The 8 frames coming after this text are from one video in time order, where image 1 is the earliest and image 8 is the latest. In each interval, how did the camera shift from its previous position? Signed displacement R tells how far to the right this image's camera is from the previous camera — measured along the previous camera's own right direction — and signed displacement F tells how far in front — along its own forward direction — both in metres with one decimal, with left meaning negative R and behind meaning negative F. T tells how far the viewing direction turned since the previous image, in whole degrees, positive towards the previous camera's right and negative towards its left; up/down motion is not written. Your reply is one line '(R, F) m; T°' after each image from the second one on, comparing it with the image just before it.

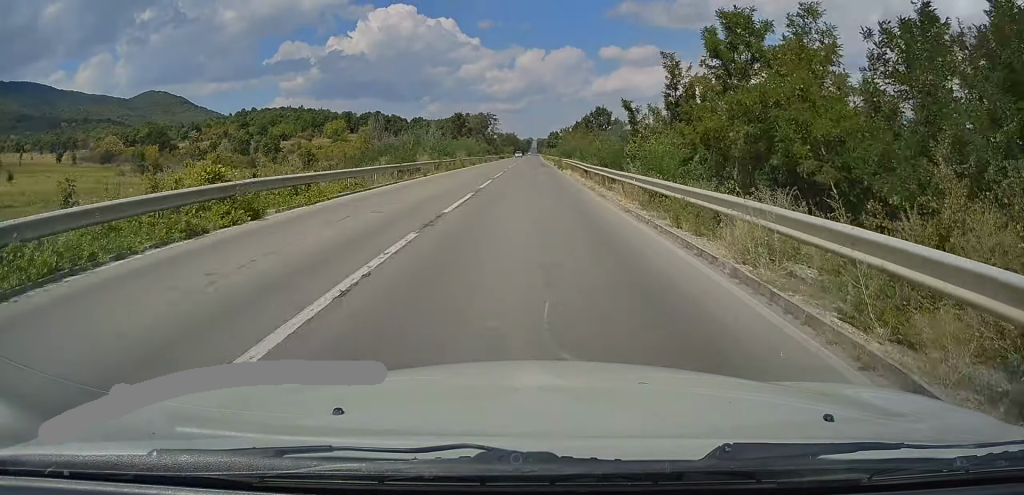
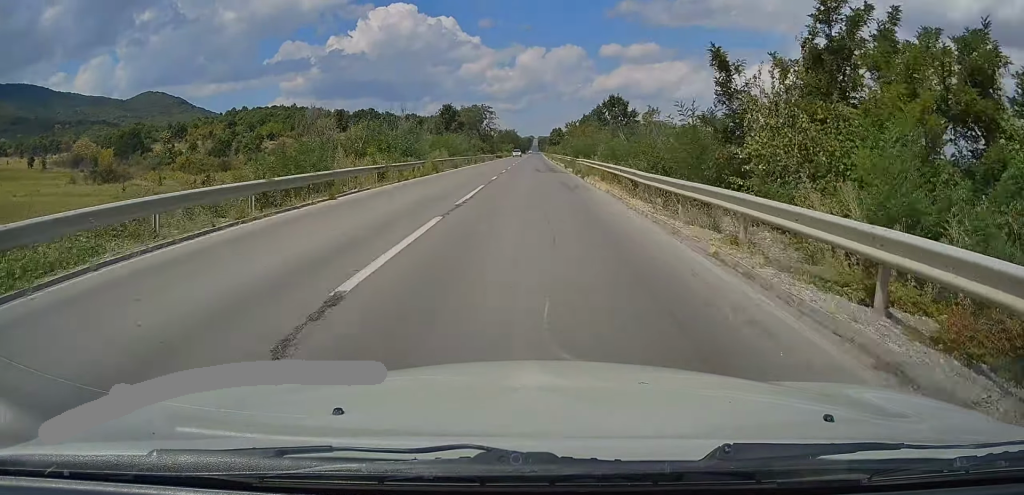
(0.0, +16.3) m; 0°
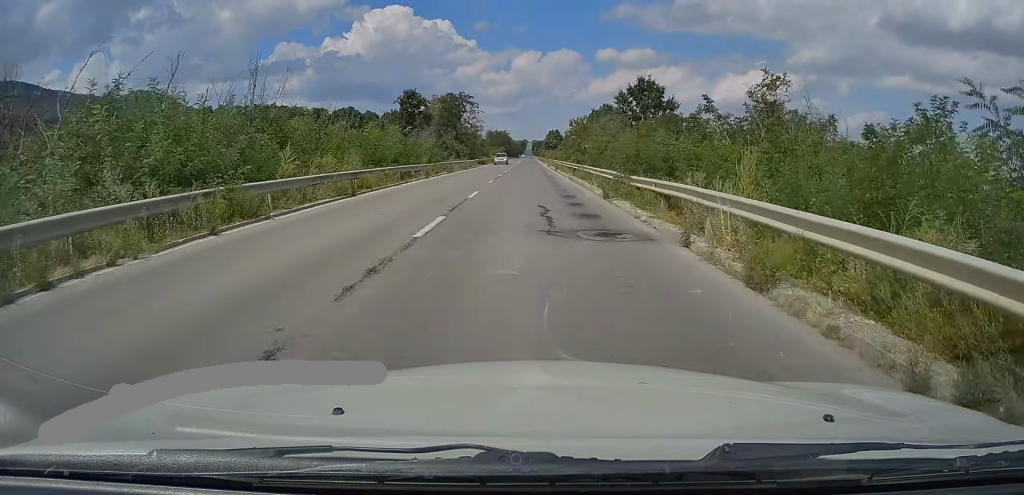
(0.0, +26.1) m; +1°
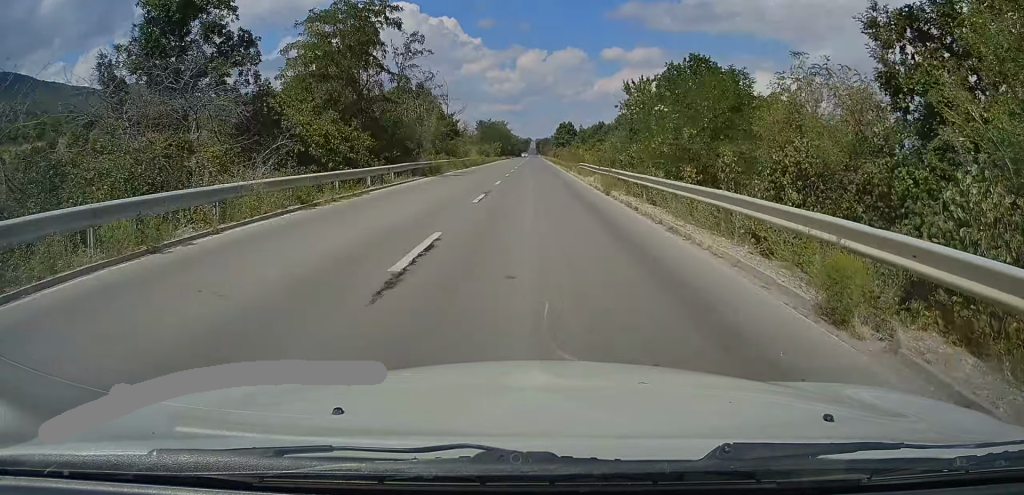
(+0.1, +47.5) m; -1°
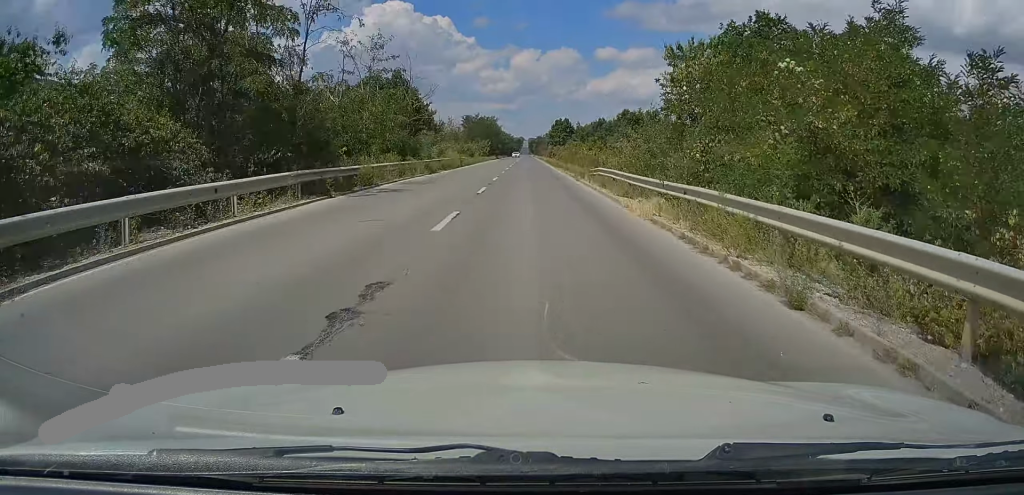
(-0.1, +14.9) m; 0°
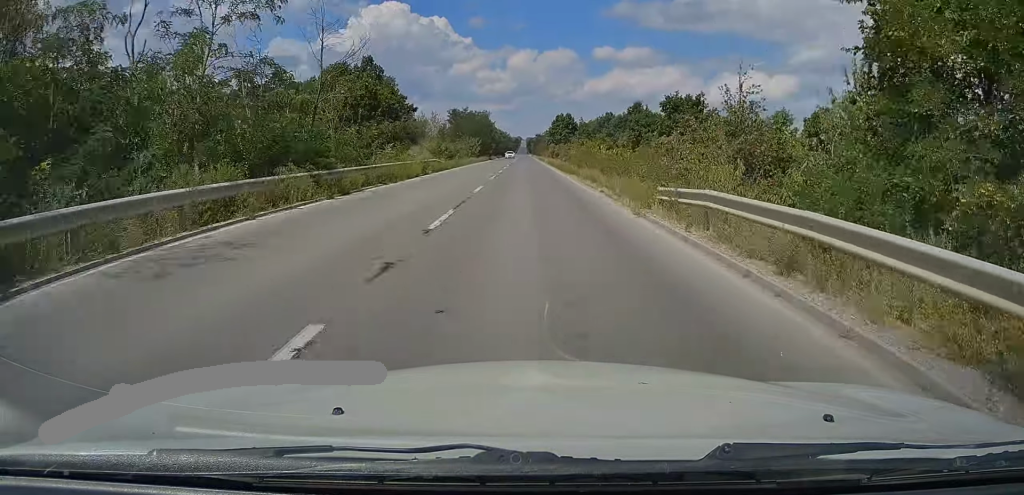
(0.0, +17.4) m; +1°
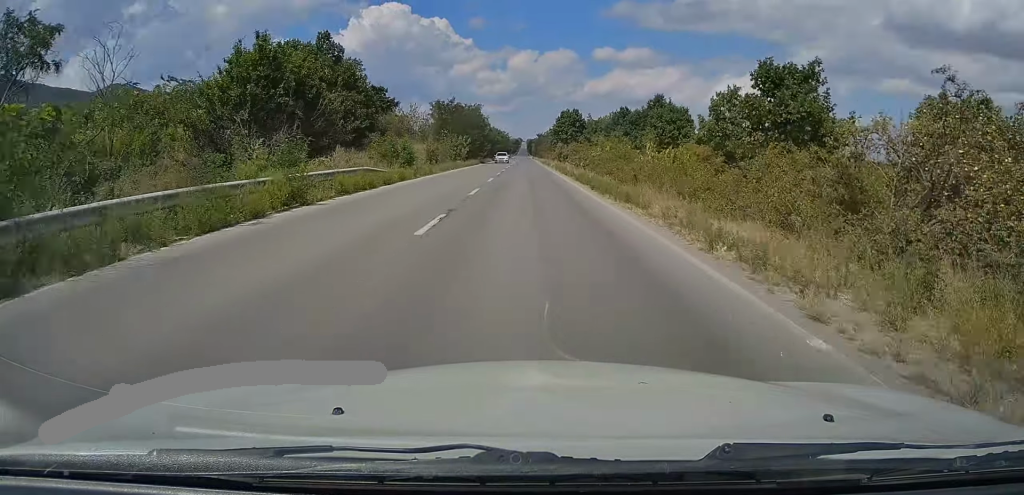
(+0.2, +19.1) m; +1°
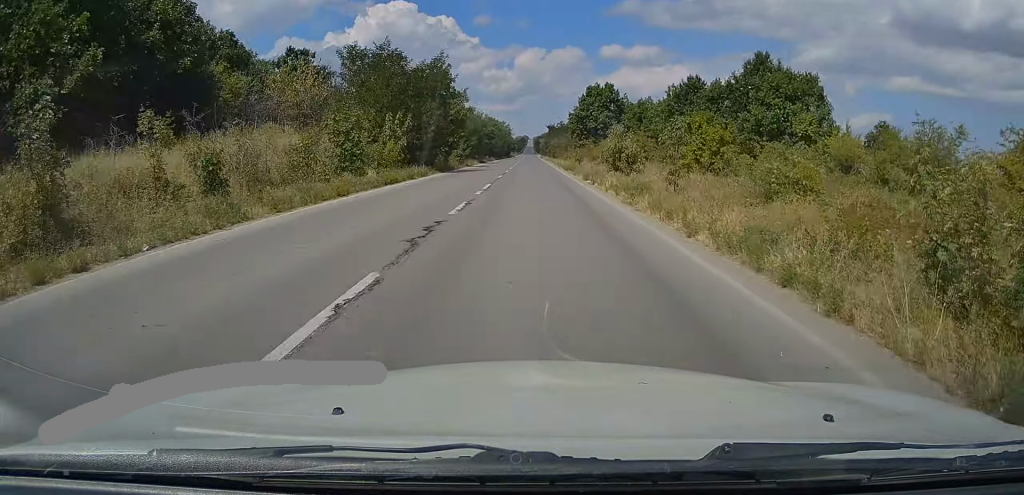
(-0.4, +42.2) m; -1°
